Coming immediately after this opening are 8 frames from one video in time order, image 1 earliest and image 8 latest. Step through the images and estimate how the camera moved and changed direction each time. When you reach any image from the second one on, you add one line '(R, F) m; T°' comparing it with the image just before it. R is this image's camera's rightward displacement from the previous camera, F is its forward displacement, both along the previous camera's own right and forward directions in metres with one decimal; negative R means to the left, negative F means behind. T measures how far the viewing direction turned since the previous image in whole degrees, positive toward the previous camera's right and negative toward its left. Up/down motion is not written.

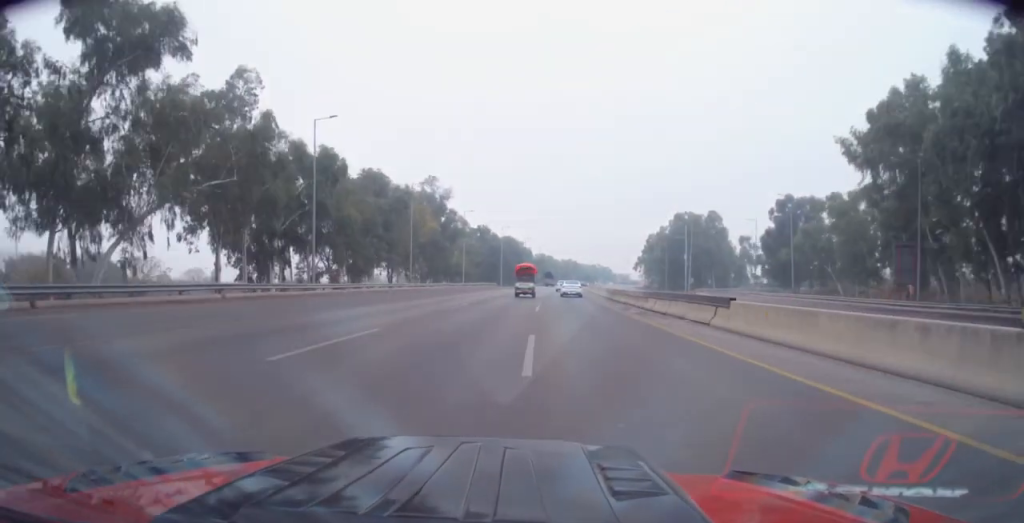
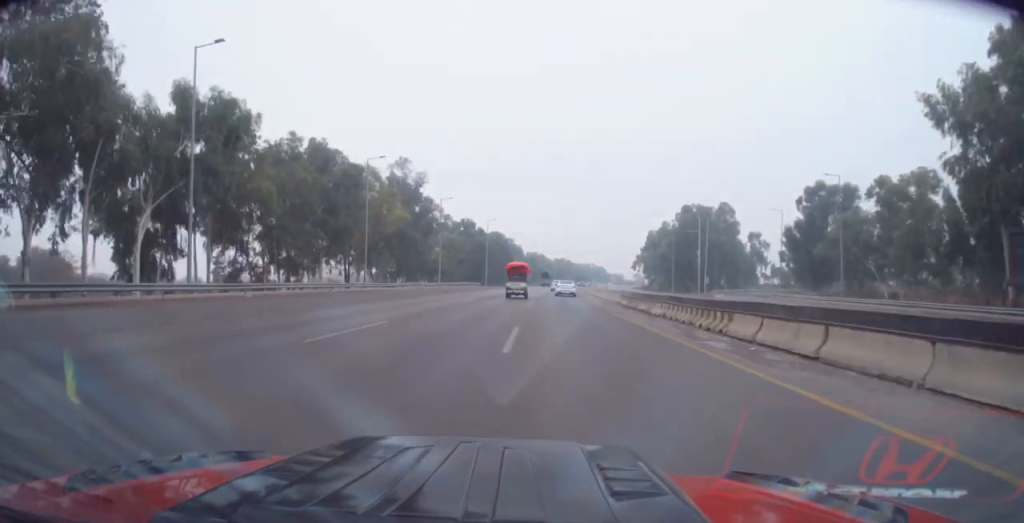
(-0.1, +15.6) m; +1°
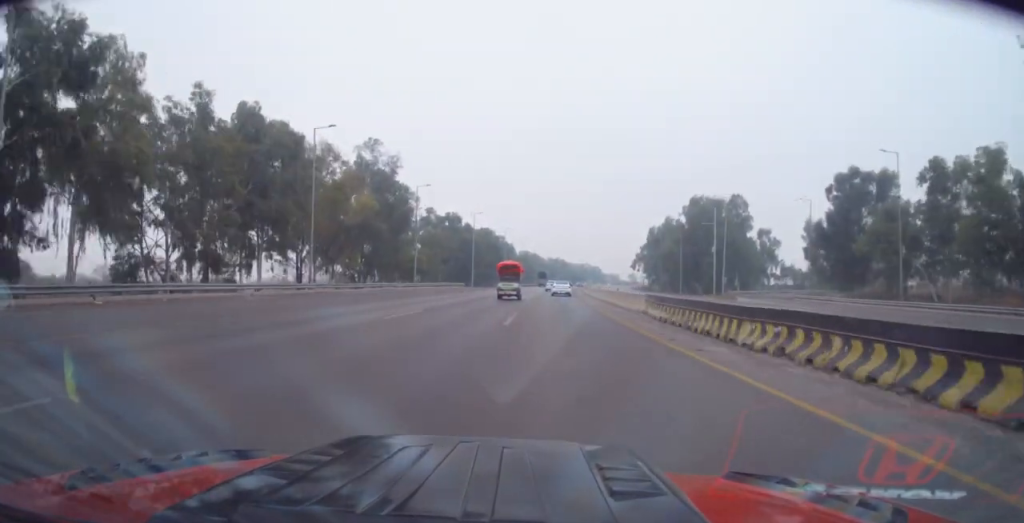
(+0.2, +12.4) m; +1°
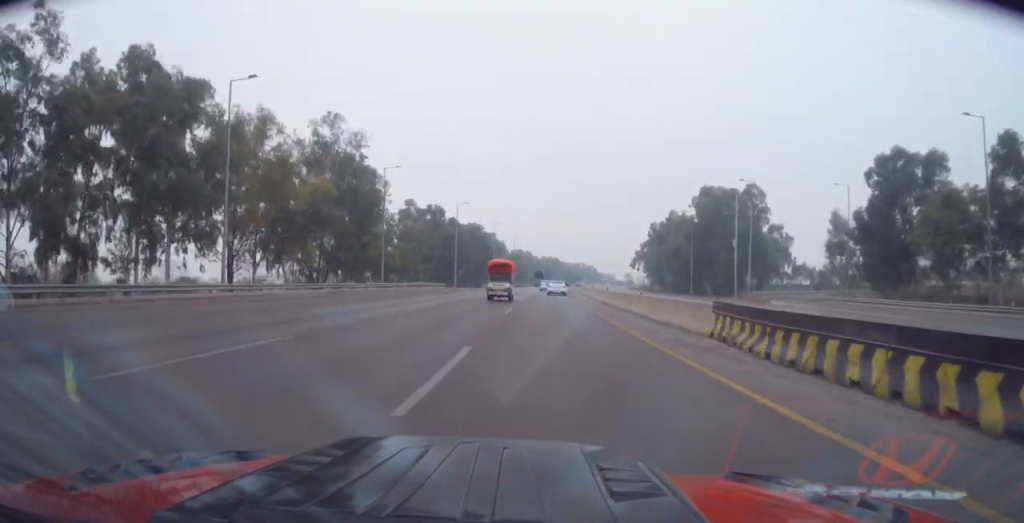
(+0.1, +12.4) m; +1°
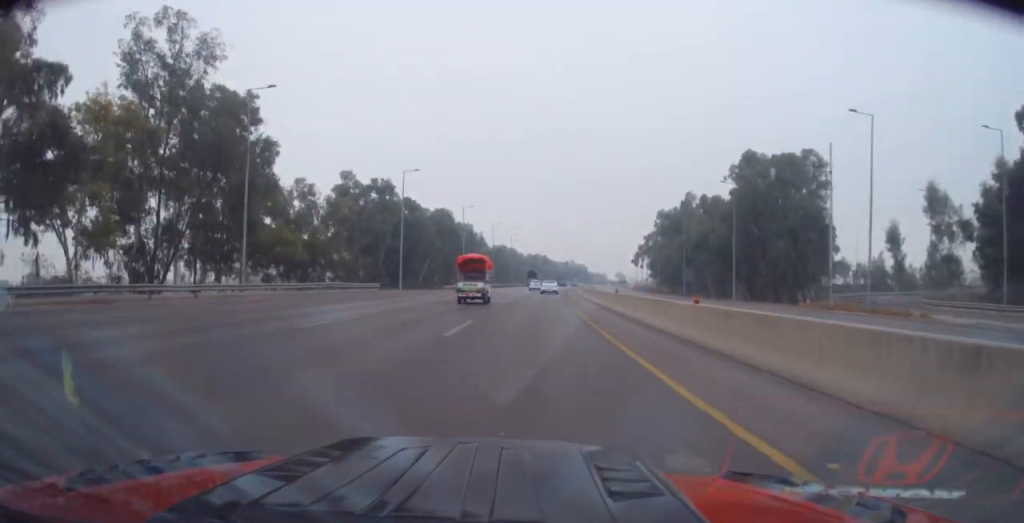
(+0.3, +27.9) m; +1°
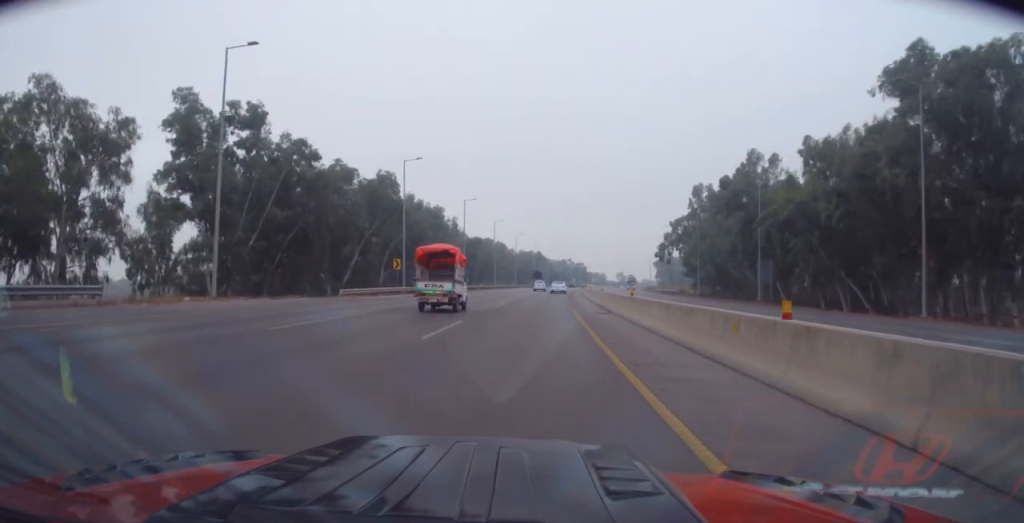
(-0.3, +37.2) m; 0°
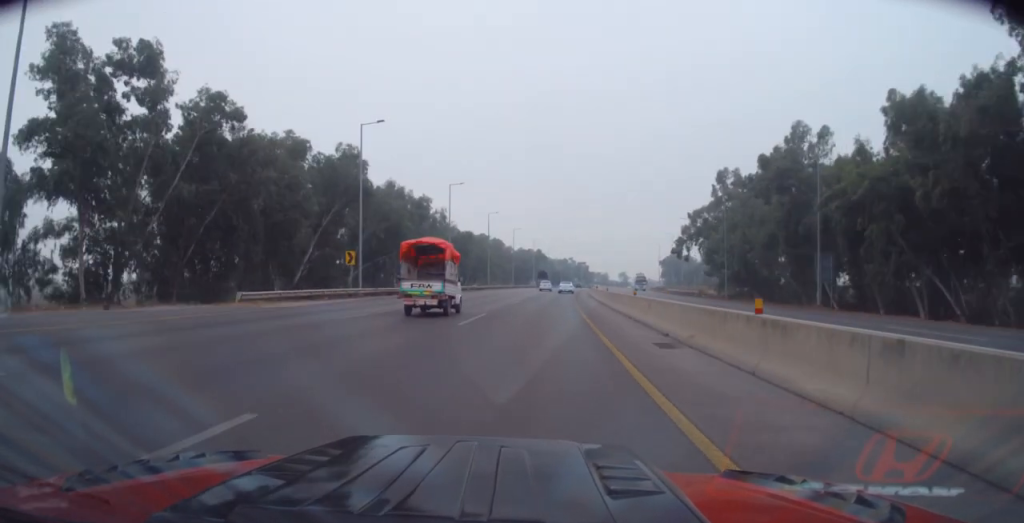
(+0.4, +13.8) m; 0°
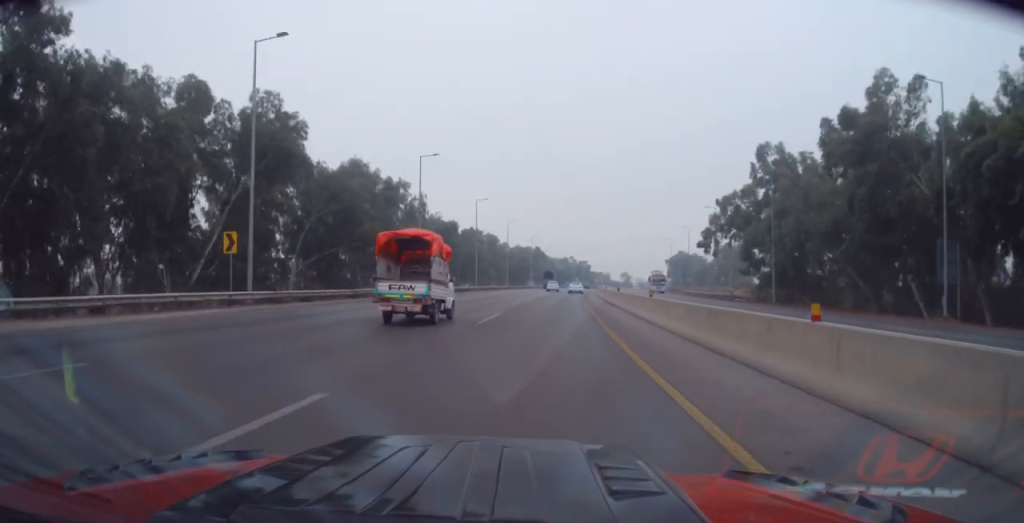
(0.0, +16.9) m; 0°
